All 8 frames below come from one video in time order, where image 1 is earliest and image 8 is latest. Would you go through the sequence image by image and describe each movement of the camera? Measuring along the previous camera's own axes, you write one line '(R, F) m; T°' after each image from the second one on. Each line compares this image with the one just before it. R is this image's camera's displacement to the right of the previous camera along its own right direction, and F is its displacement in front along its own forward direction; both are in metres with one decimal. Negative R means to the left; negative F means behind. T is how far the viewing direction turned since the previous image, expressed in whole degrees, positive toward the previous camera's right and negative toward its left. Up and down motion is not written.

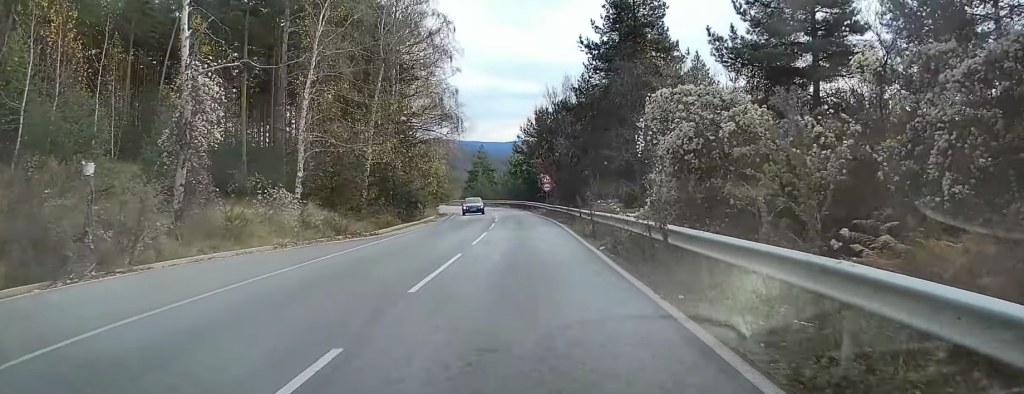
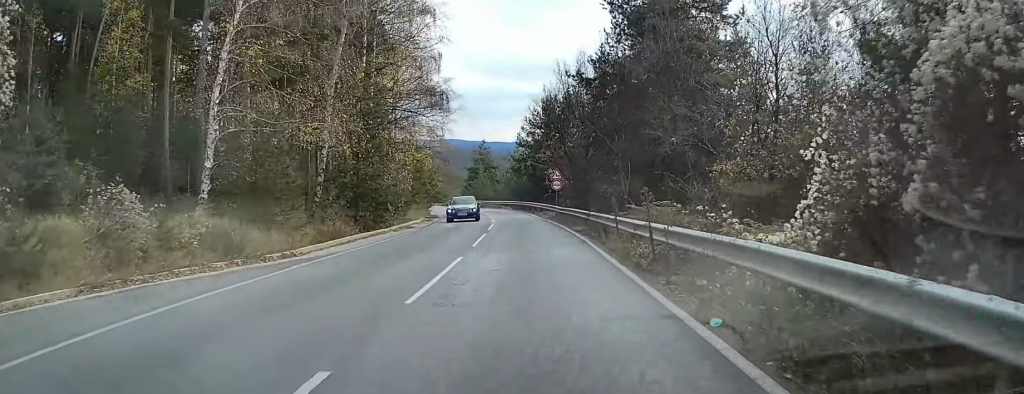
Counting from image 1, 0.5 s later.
(-0.3, +9.2) m; -1°
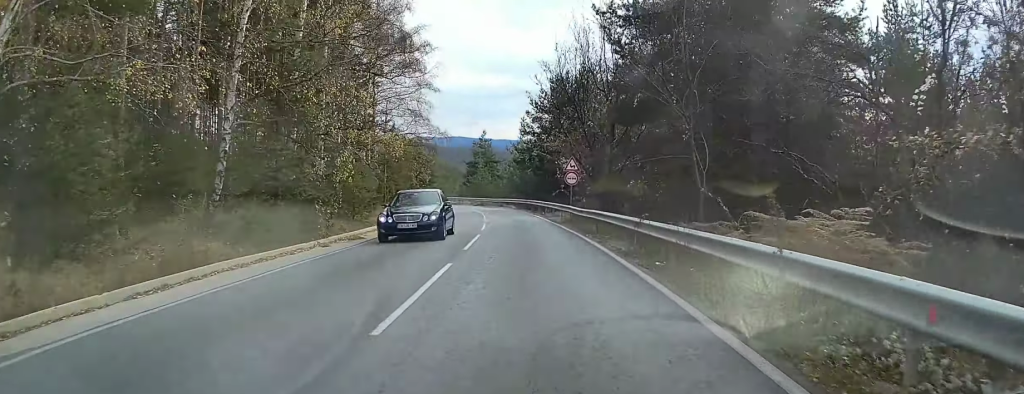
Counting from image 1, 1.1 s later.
(-0.1, +11.2) m; -1°
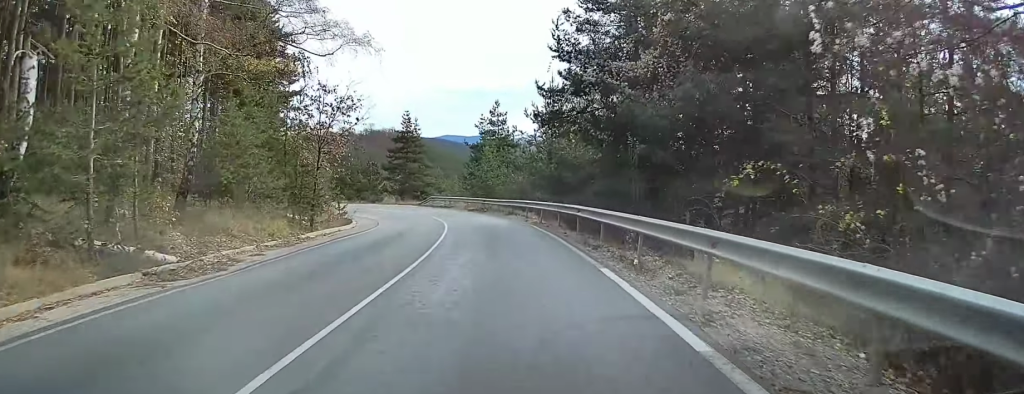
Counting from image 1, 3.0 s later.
(-0.6, +31.5) m; -3°
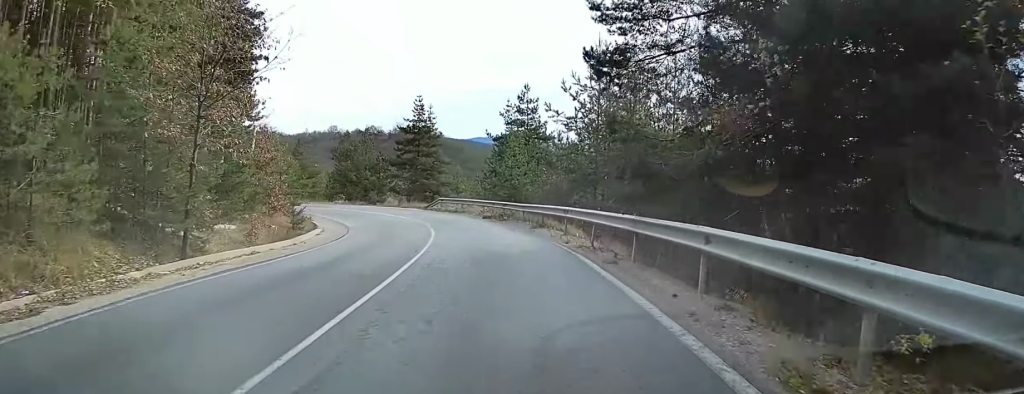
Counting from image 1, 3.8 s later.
(0.0, +11.9) m; -4°
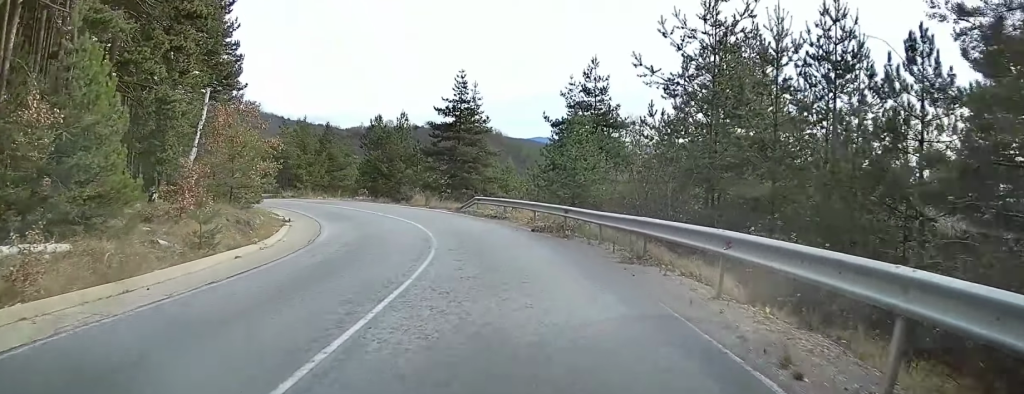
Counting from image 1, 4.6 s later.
(-0.8, +11.4) m; -6°
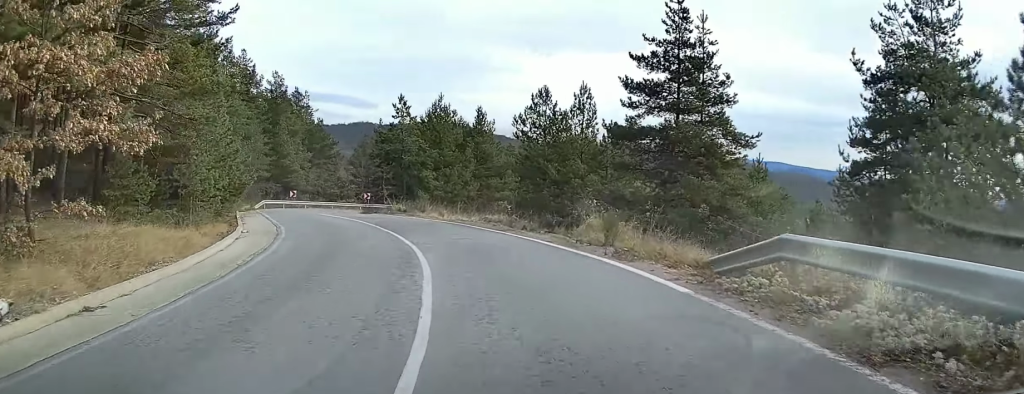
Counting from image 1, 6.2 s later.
(-2.5, +22.6) m; -16°
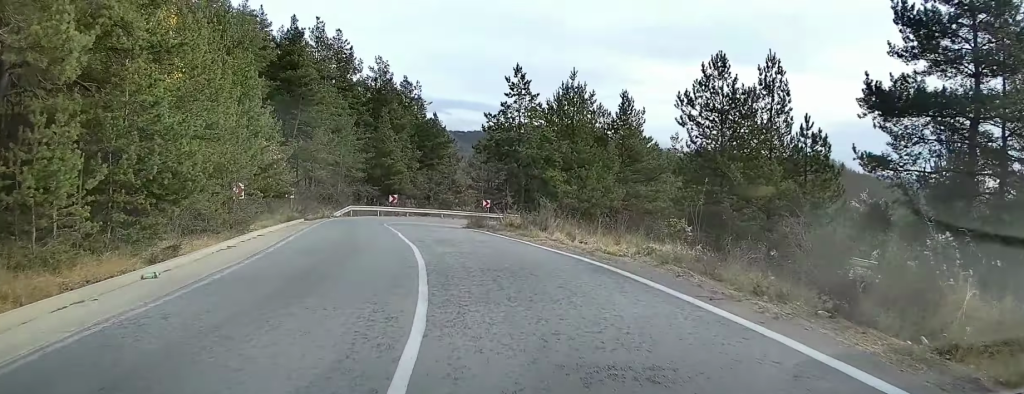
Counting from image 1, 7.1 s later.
(-1.3, +12.4) m; -13°
